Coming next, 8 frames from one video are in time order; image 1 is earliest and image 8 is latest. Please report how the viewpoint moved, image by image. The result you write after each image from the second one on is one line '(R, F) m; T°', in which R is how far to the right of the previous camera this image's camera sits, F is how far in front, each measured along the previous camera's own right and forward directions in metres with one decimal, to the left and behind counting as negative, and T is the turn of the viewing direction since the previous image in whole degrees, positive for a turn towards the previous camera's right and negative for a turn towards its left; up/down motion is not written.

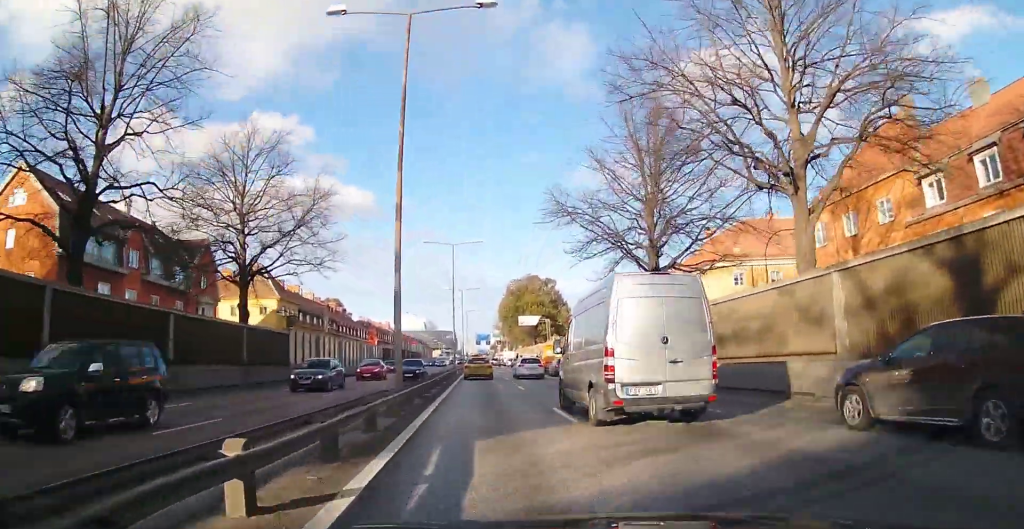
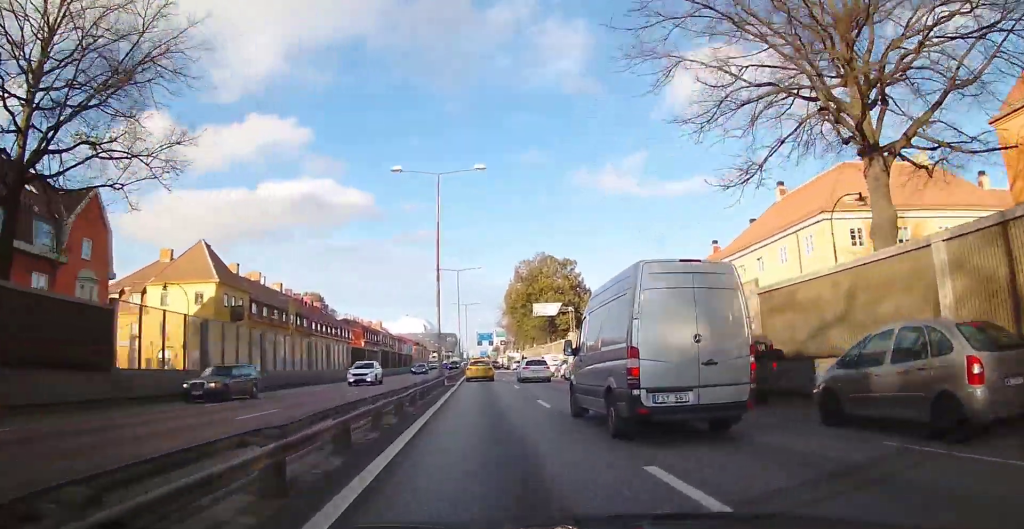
(-0.1, +20.4) m; 0°
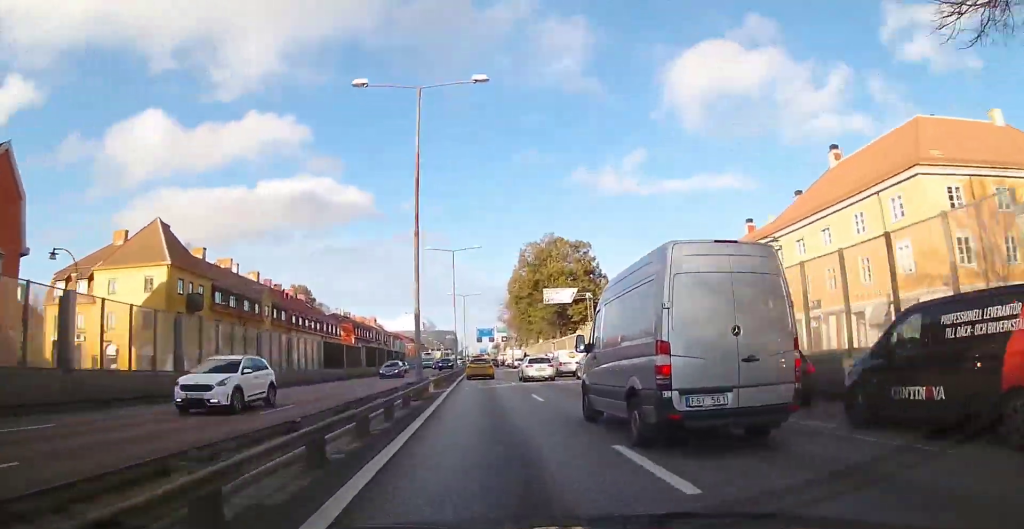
(0.0, +10.5) m; 0°
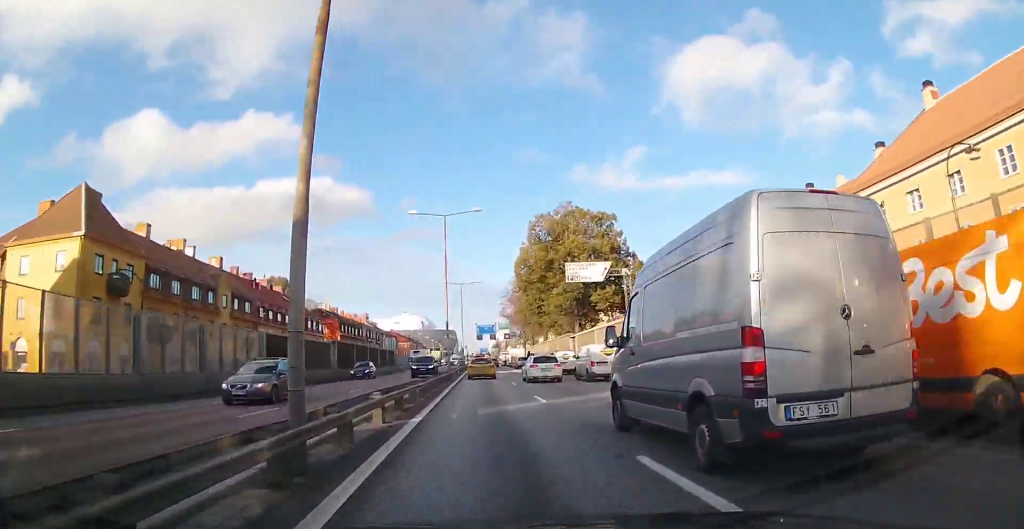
(-0.1, +13.5) m; 0°
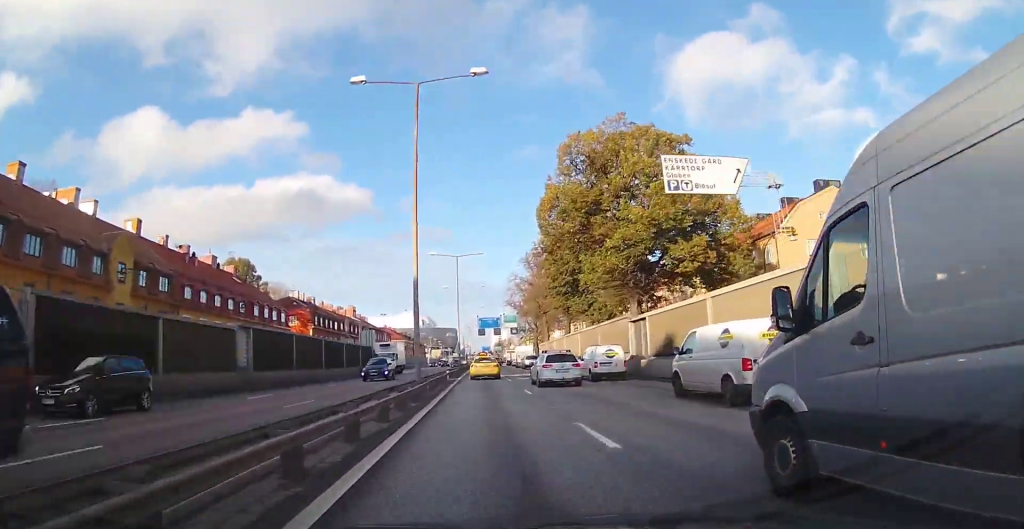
(+0.2, +20.5) m; 0°
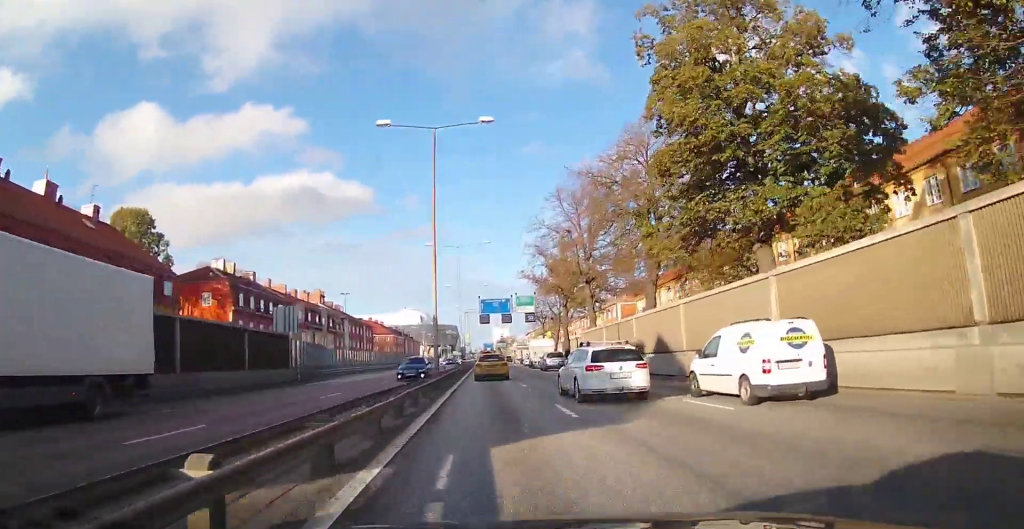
(-0.8, +32.9) m; -2°
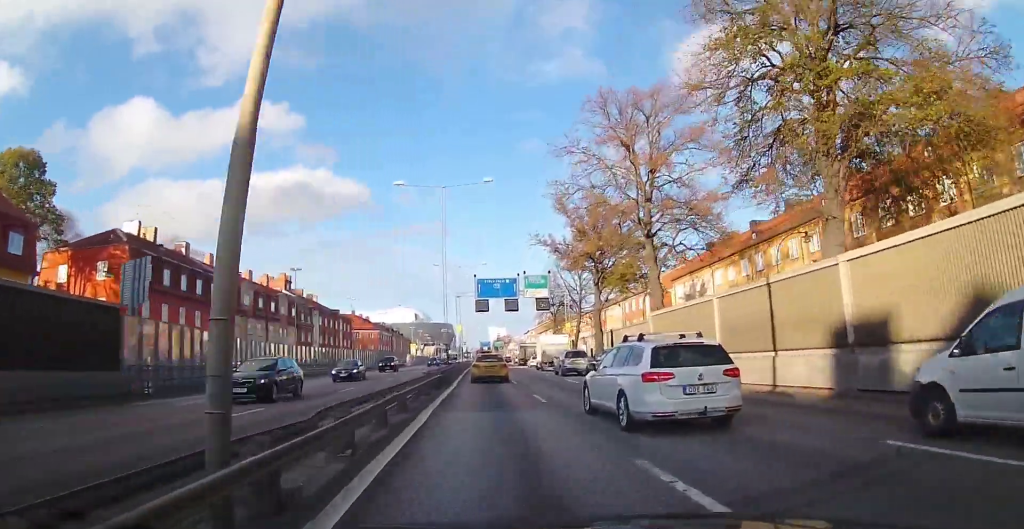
(0.0, +20.1) m; 0°
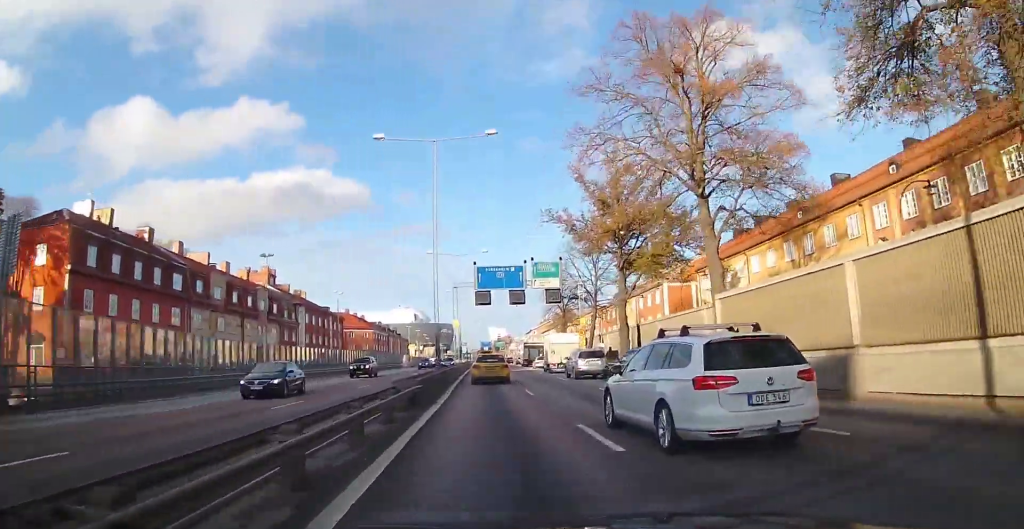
(-0.1, +8.4) m; 0°
